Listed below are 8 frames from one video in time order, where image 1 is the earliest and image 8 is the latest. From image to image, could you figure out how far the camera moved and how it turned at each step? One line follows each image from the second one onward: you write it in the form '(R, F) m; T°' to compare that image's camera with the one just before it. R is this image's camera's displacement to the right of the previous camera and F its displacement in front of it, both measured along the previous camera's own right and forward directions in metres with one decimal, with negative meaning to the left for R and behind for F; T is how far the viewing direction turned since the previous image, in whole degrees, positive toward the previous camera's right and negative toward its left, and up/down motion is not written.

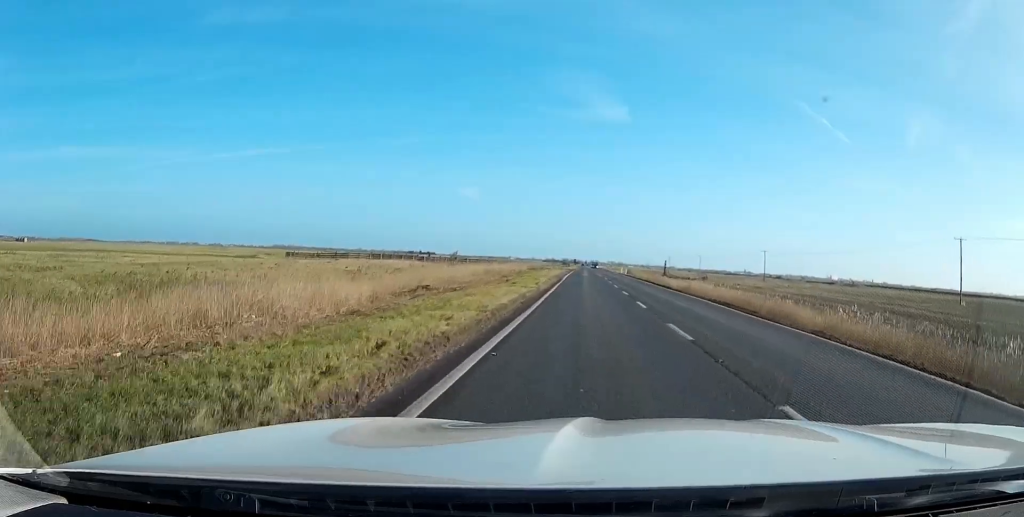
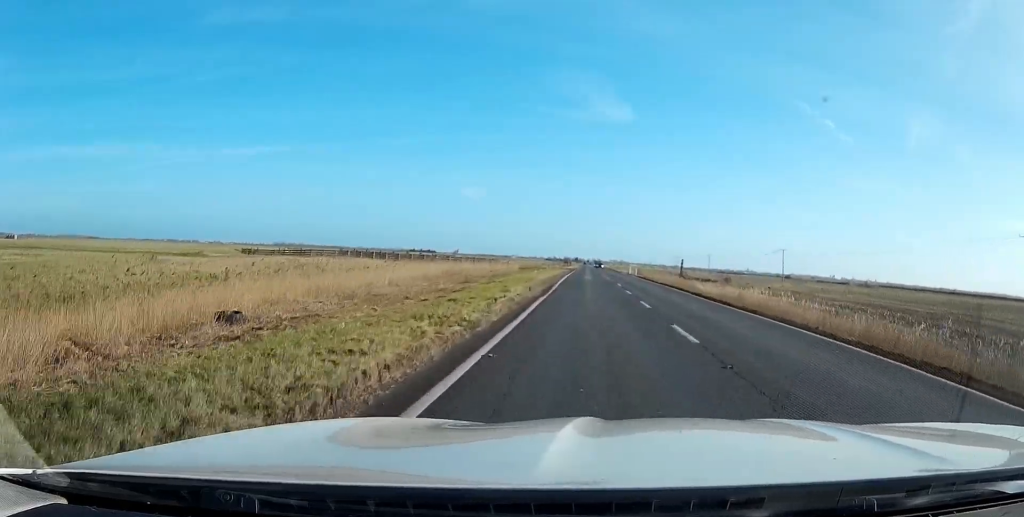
(0.0, +18.6) m; 0°
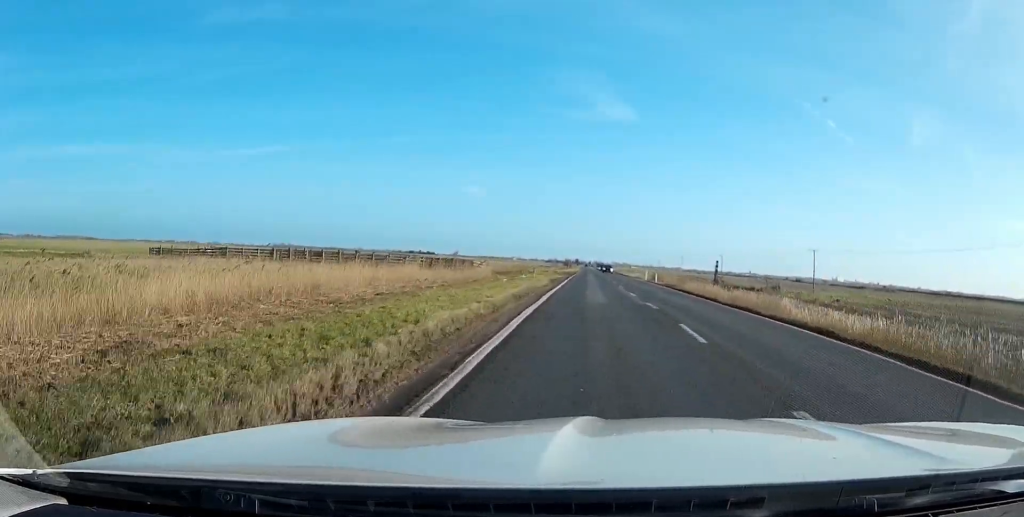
(0.0, +27.0) m; 0°
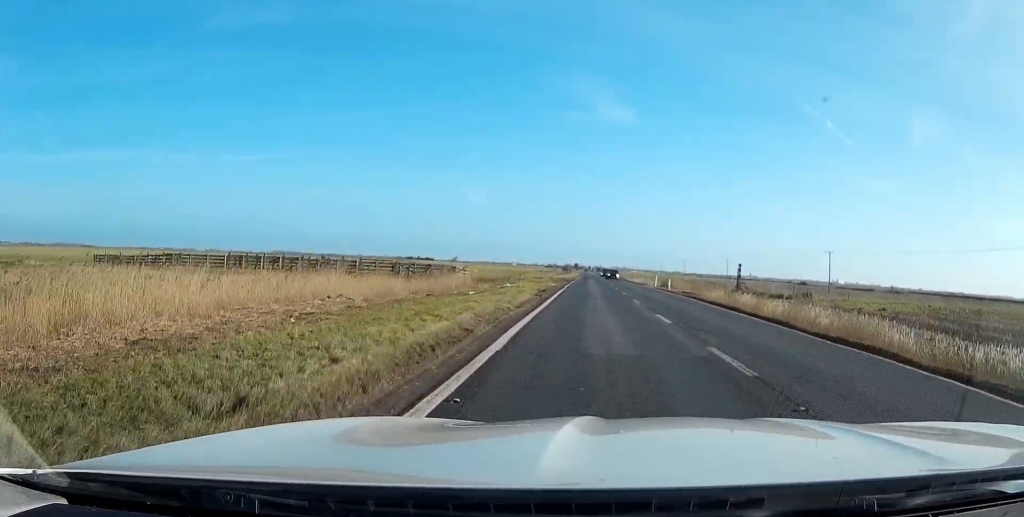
(0.0, +11.8) m; 0°
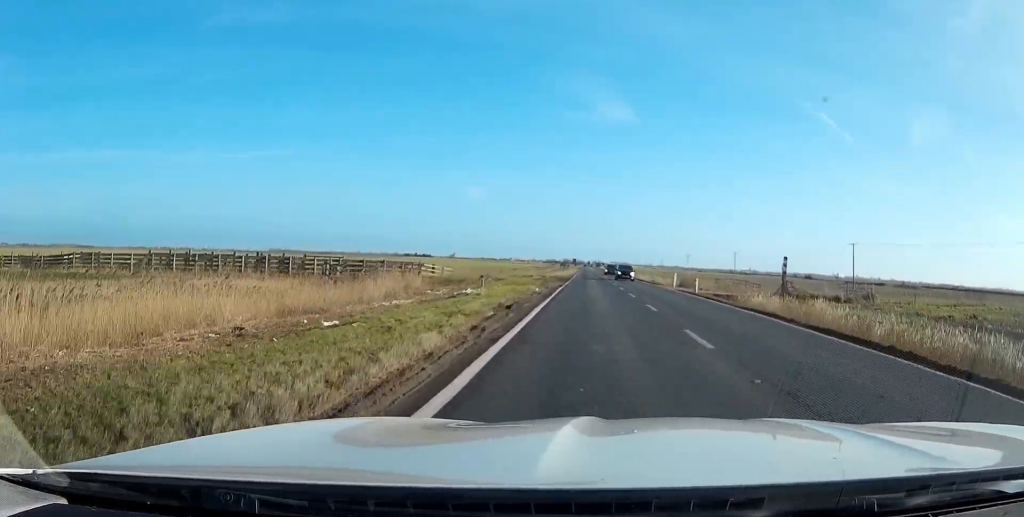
(+0.1, +16.1) m; 0°
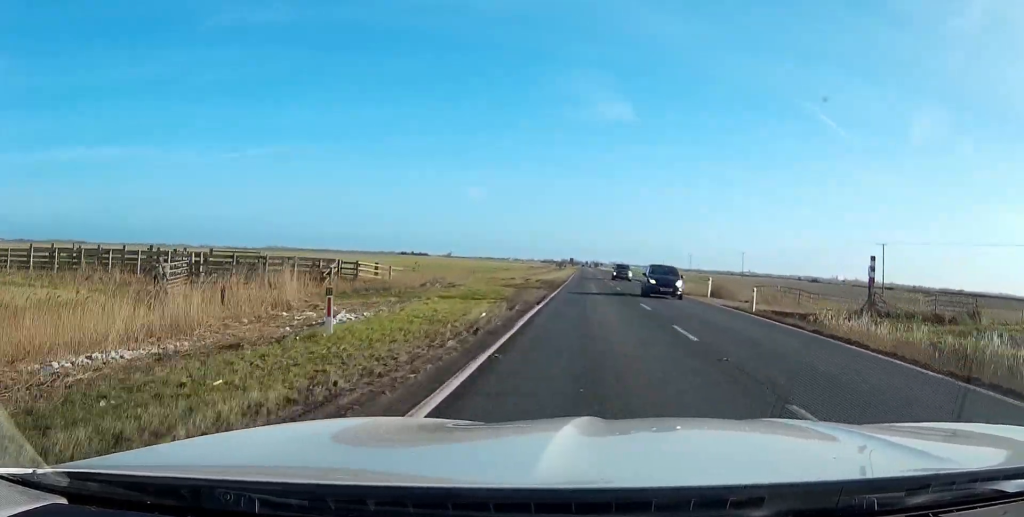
(+0.1, +16.9) m; 0°
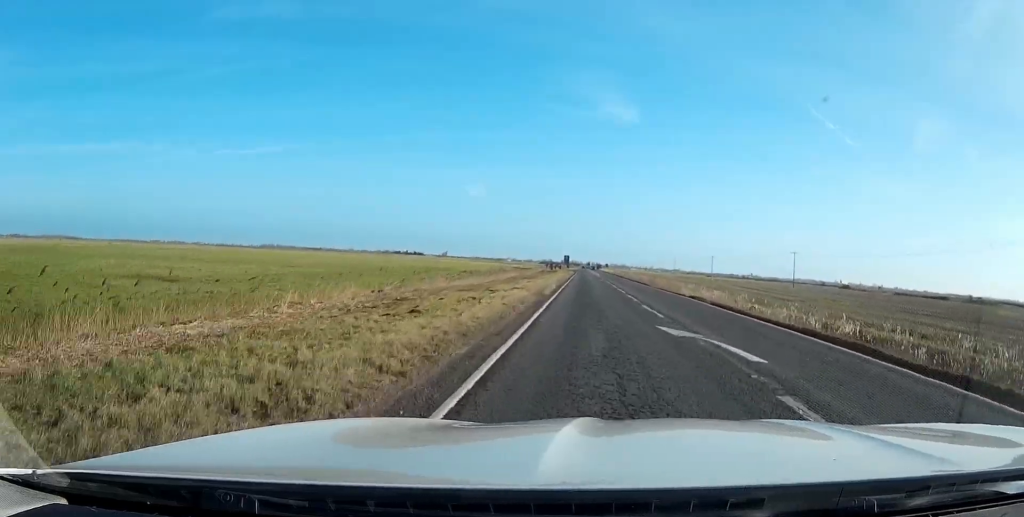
(-0.1, +61.8) m; 0°
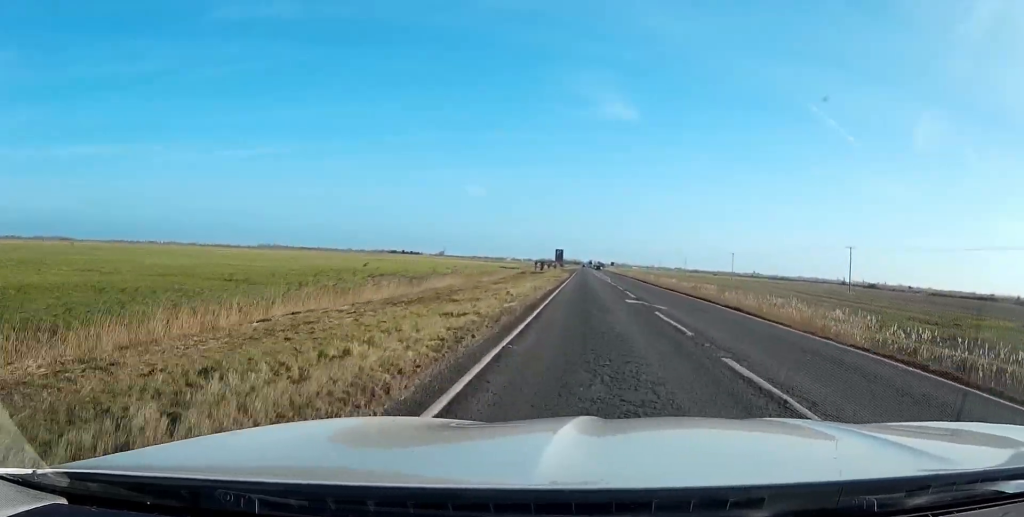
(-0.1, +41.5) m; 0°
